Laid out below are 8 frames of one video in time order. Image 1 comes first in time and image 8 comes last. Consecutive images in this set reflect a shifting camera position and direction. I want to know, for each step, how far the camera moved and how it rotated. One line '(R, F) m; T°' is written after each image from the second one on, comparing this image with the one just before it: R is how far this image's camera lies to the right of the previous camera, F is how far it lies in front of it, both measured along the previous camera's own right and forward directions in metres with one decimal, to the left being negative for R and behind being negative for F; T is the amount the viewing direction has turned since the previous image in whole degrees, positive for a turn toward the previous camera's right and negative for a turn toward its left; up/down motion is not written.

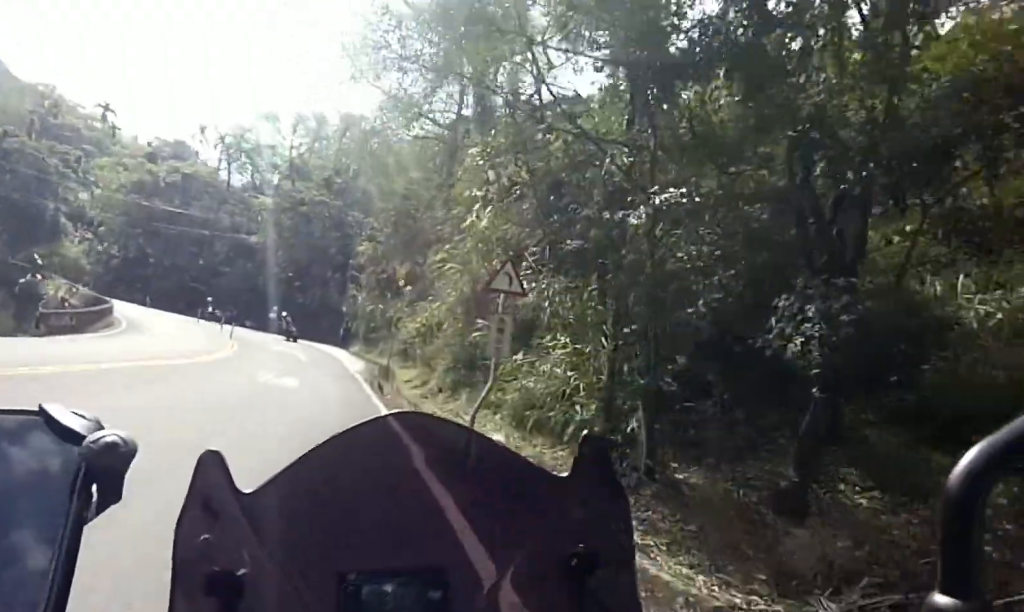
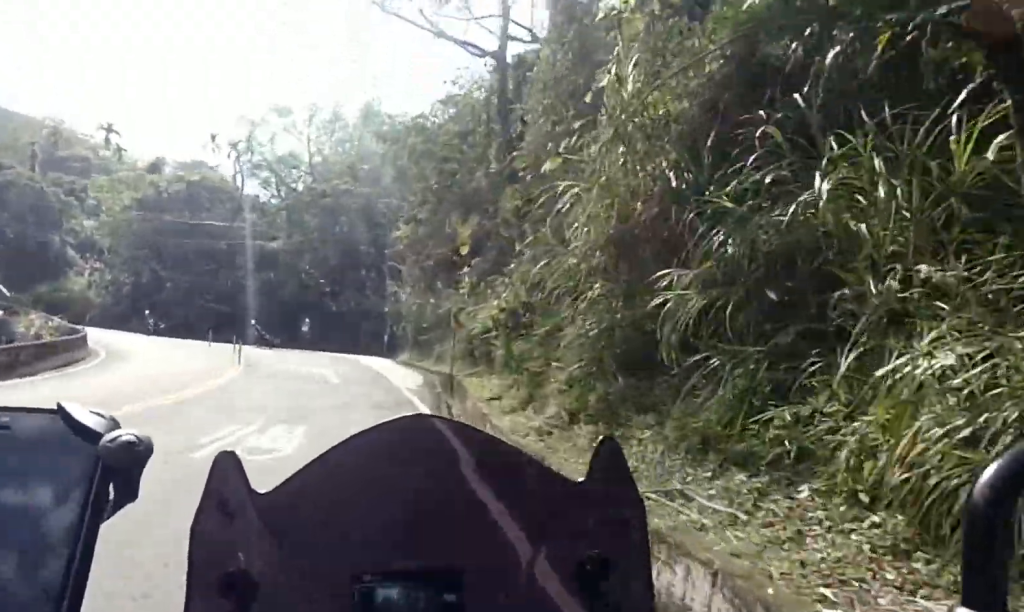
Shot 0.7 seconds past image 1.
(+0.5, +7.4) m; -2°
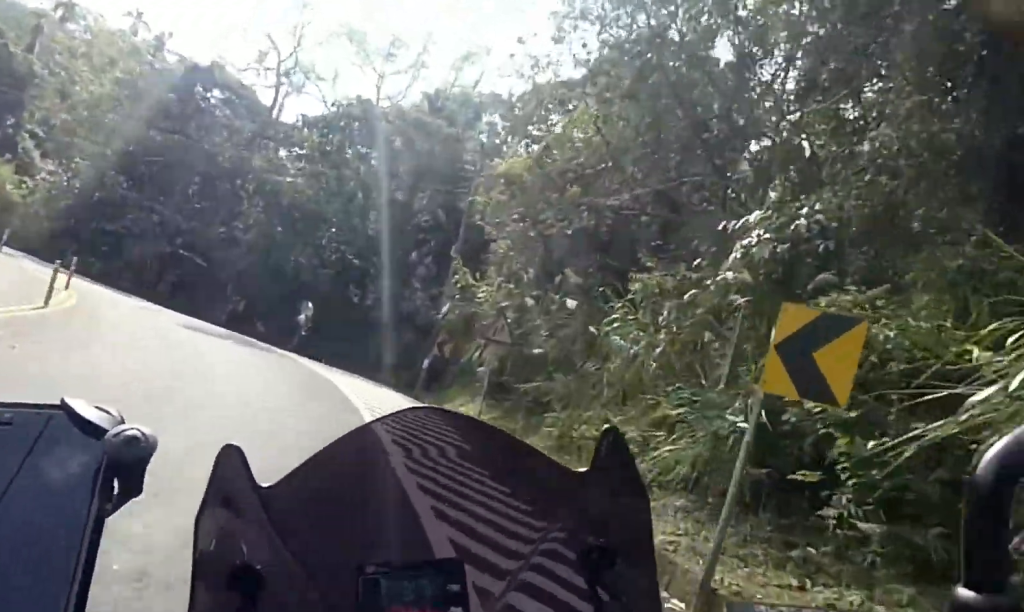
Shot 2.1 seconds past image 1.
(-2.2, +15.9) m; -18°
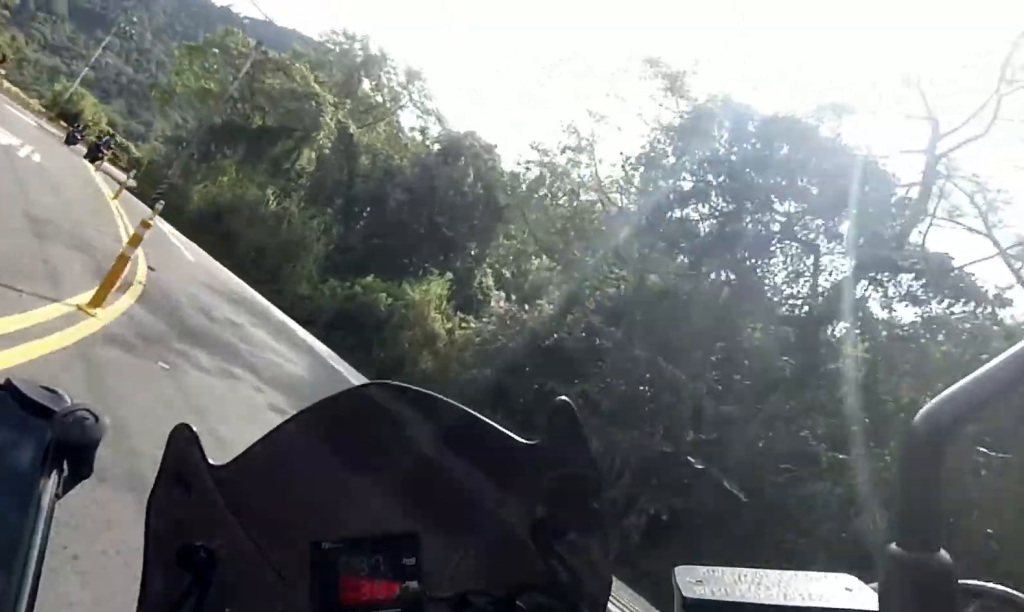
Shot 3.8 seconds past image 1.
(-2.3, +18.7) m; -33°
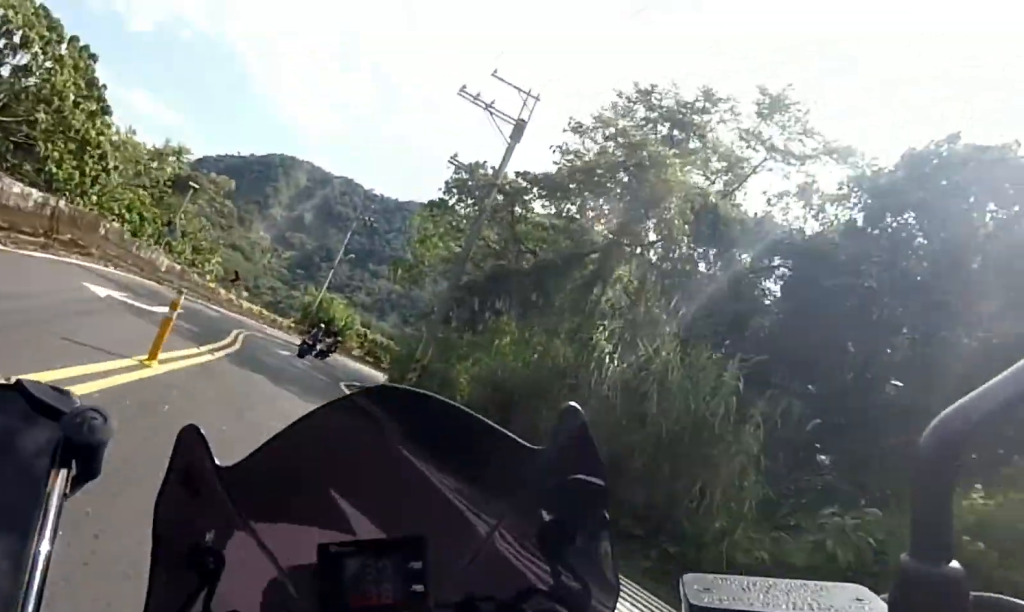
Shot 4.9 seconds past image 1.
(-5.5, +11.5) m; -31°
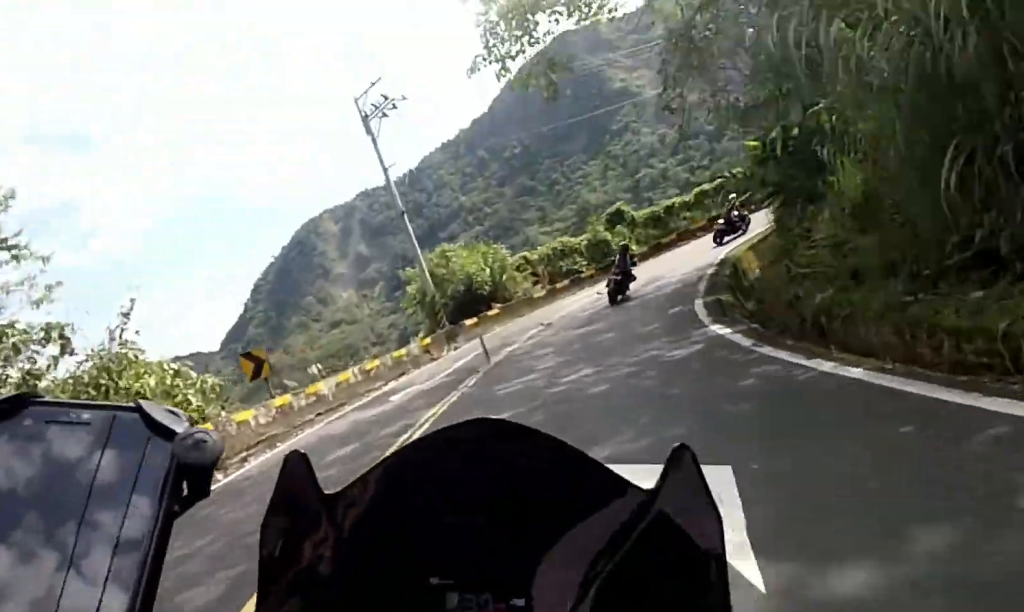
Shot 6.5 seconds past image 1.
(-1.1, +18.5) m; -2°
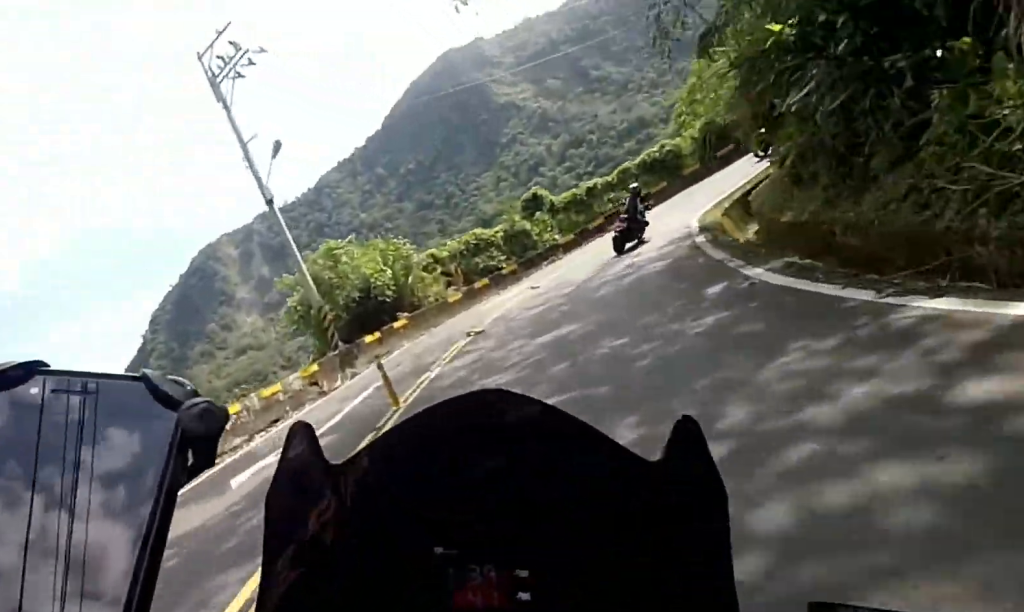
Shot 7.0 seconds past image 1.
(-0.4, +5.6) m; +2°
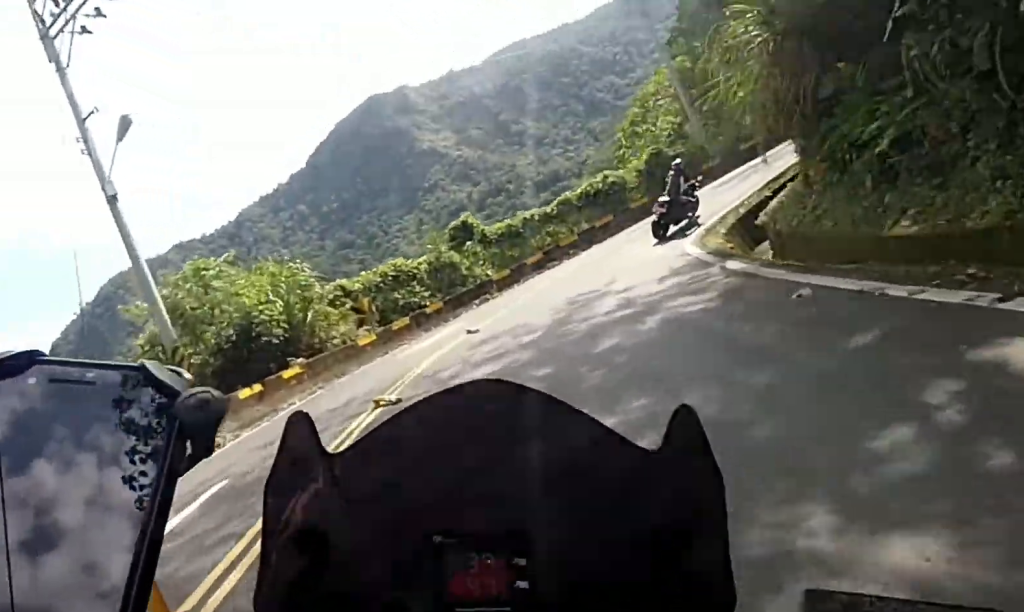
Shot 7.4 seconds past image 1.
(+0.6, +4.2) m; +5°
